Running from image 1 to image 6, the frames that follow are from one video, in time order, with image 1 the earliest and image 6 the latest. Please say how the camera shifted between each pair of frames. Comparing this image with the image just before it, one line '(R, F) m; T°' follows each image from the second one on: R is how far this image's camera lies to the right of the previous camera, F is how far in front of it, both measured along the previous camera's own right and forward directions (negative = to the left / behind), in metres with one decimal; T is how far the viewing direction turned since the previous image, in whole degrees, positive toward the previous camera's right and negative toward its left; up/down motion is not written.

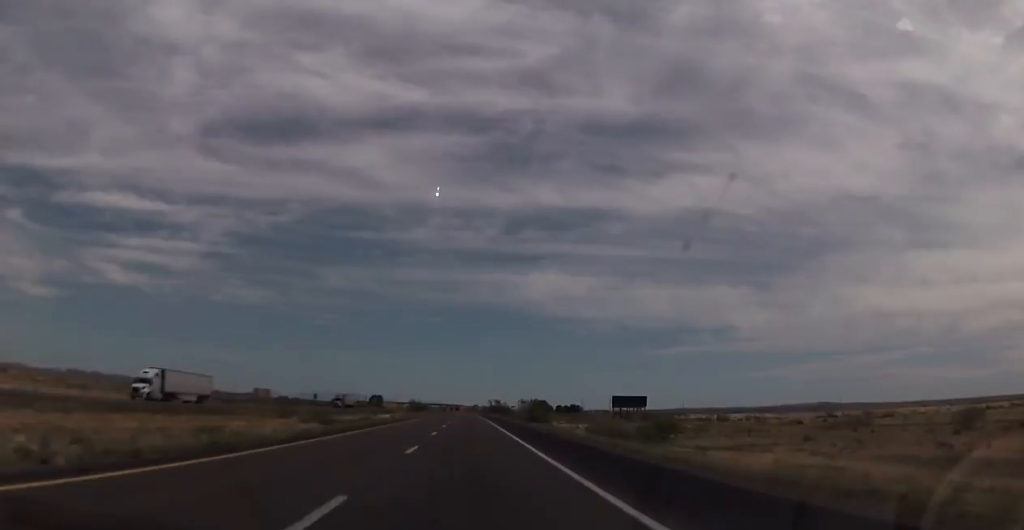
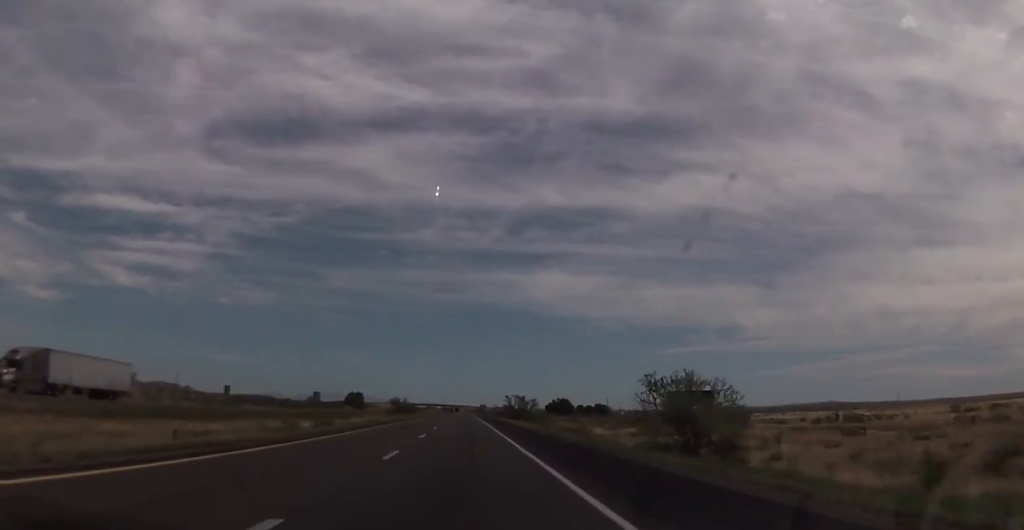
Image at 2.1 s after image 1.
(-1.2, +76.2) m; -1°
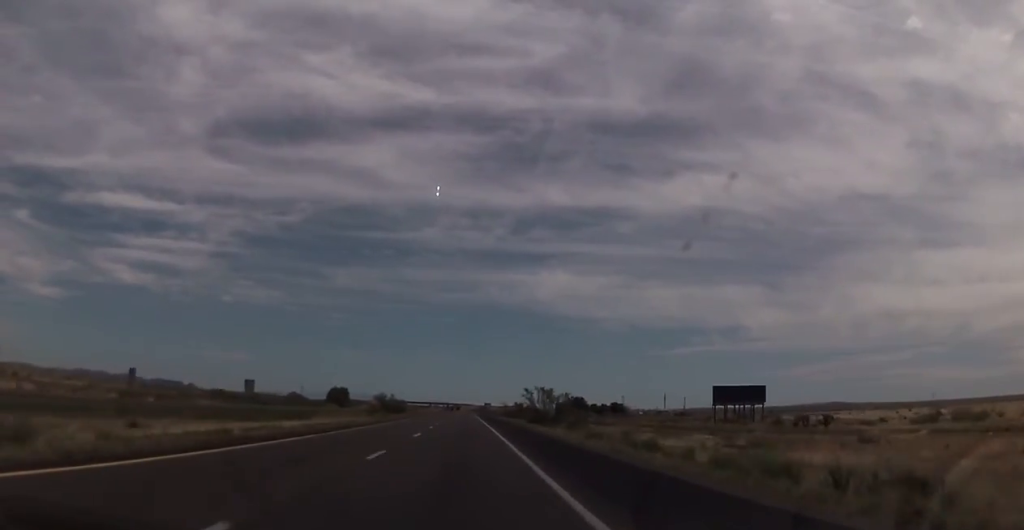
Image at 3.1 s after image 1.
(0.0, +37.7) m; 0°
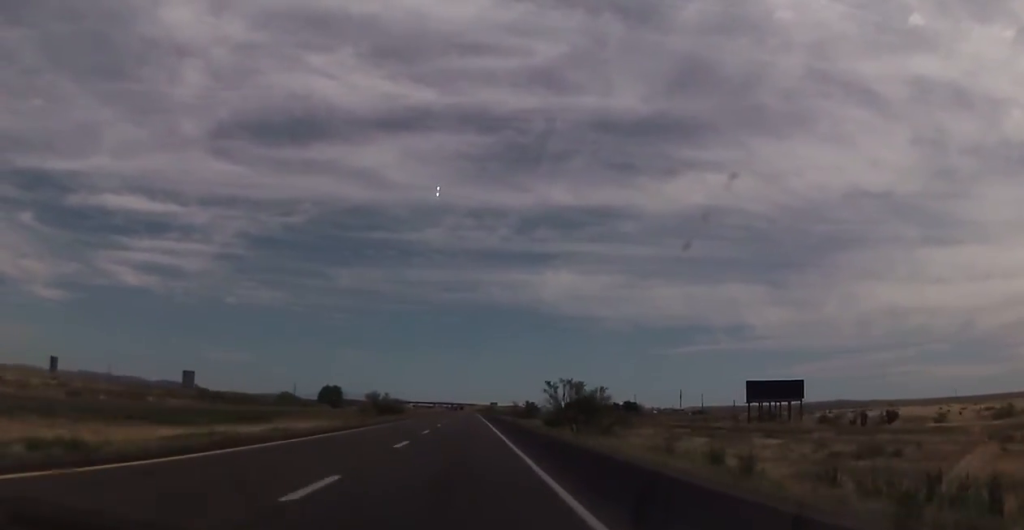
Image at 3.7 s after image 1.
(0.0, +19.5) m; 0°
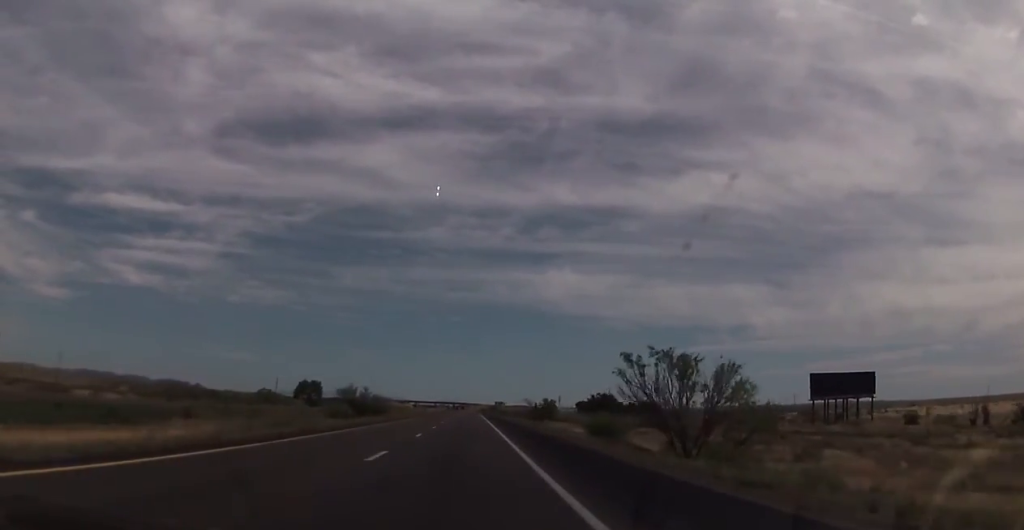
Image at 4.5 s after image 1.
(0.0, +30.4) m; 0°
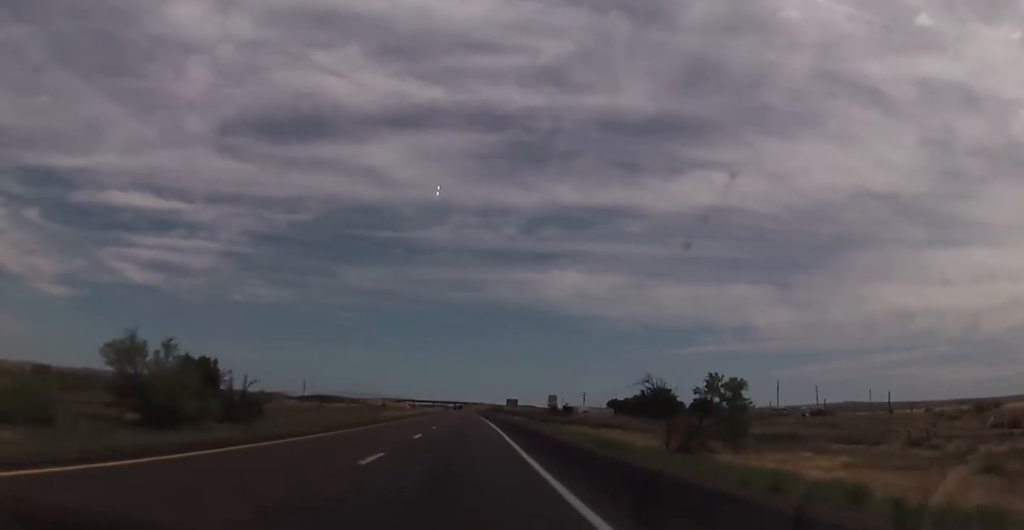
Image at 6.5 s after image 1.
(-0.7, +74.2) m; -1°
